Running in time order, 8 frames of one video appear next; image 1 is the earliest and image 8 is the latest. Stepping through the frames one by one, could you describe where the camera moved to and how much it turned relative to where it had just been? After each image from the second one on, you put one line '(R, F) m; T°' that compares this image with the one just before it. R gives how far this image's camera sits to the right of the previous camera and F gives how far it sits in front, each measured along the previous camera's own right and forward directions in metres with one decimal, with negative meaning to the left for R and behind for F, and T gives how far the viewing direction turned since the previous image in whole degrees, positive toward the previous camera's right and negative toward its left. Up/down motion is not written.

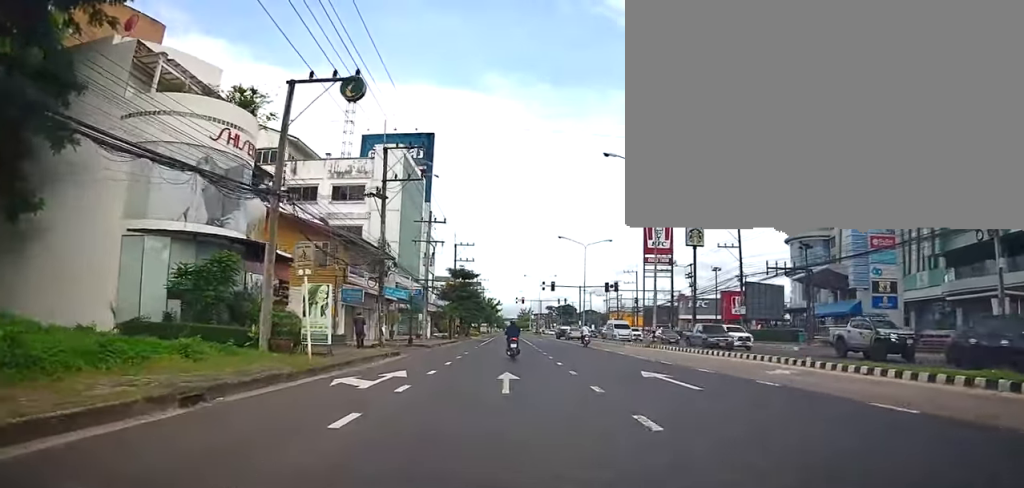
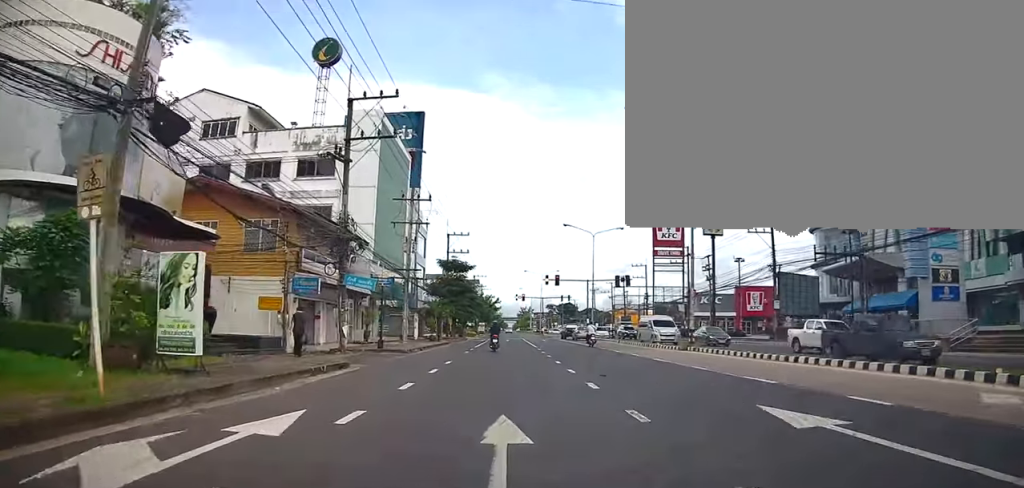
(+0.2, +8.3) m; +1°
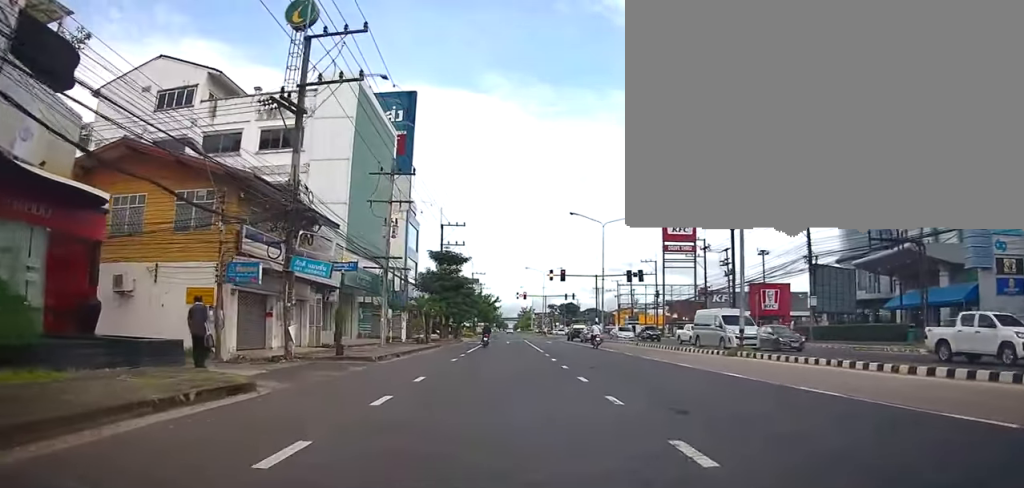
(-0.1, +6.7) m; -1°
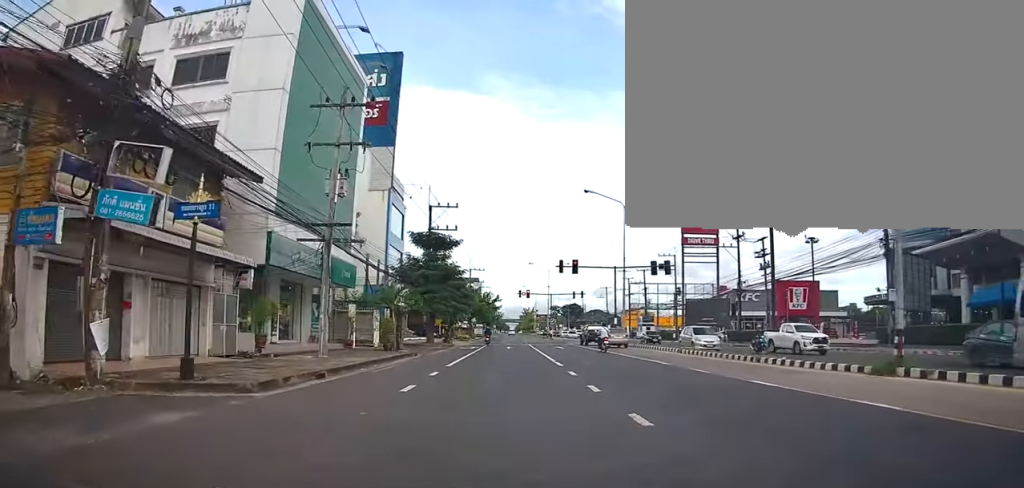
(-0.2, +10.3) m; -2°
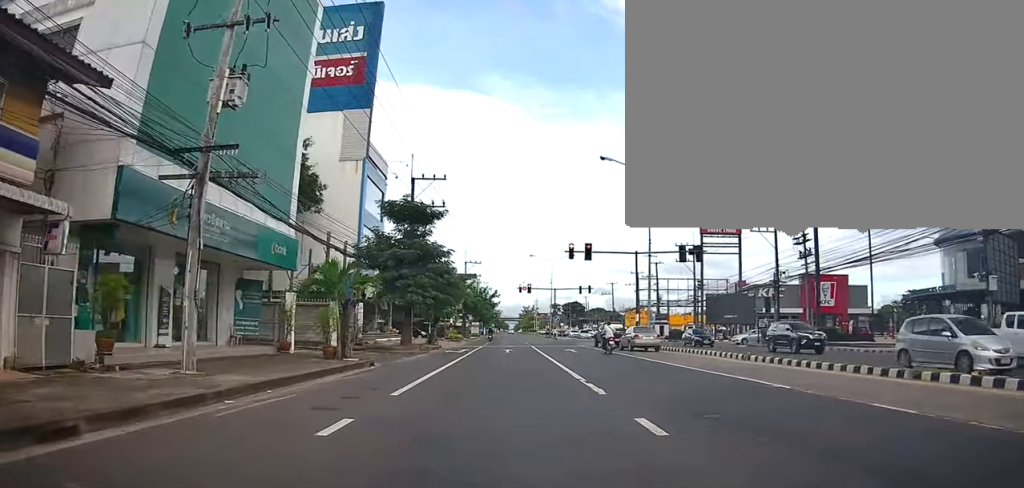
(-0.1, +8.8) m; +1°
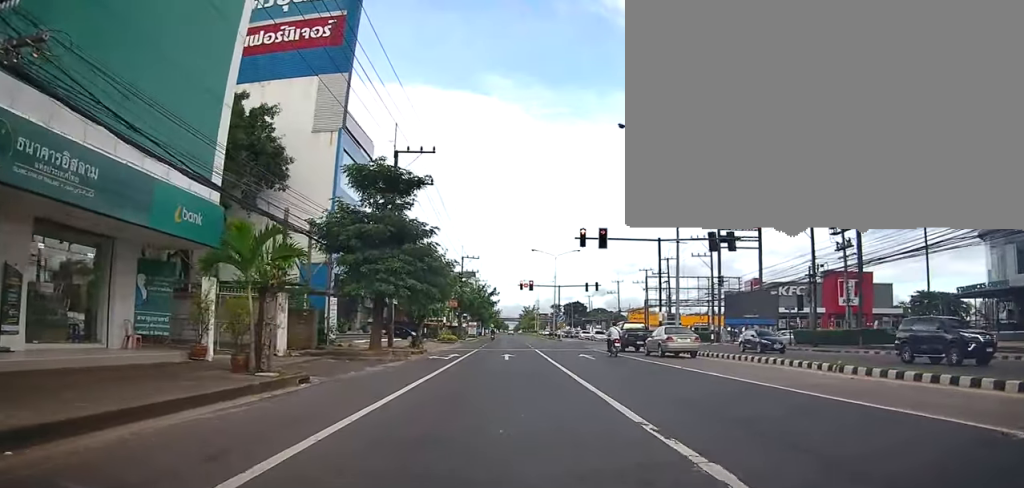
(+0.1, +6.4) m; +1°
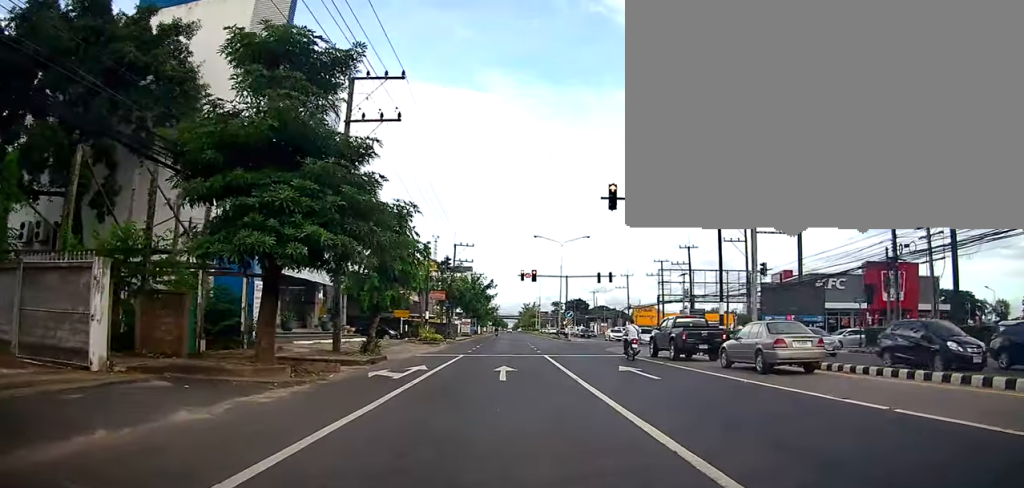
(0.0, +10.8) m; -3°
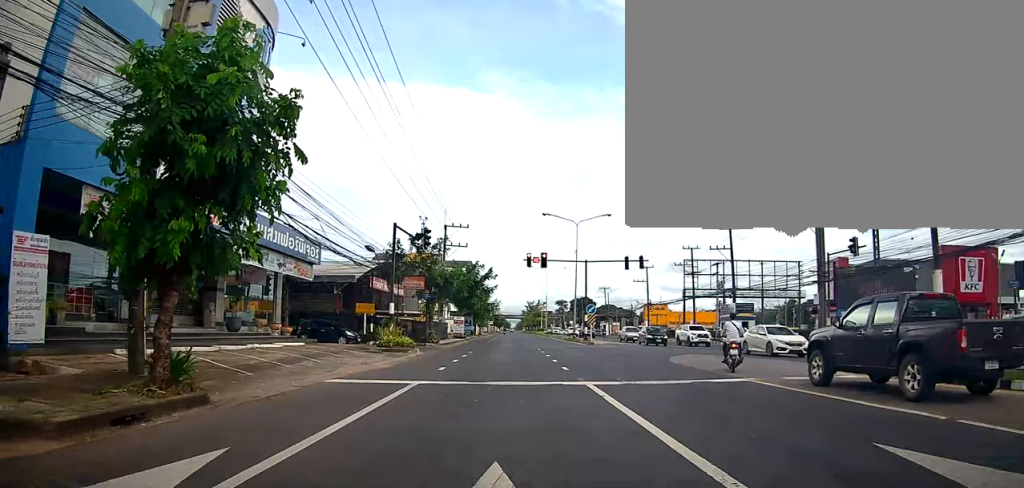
(+0.1, +14.1) m; +2°
